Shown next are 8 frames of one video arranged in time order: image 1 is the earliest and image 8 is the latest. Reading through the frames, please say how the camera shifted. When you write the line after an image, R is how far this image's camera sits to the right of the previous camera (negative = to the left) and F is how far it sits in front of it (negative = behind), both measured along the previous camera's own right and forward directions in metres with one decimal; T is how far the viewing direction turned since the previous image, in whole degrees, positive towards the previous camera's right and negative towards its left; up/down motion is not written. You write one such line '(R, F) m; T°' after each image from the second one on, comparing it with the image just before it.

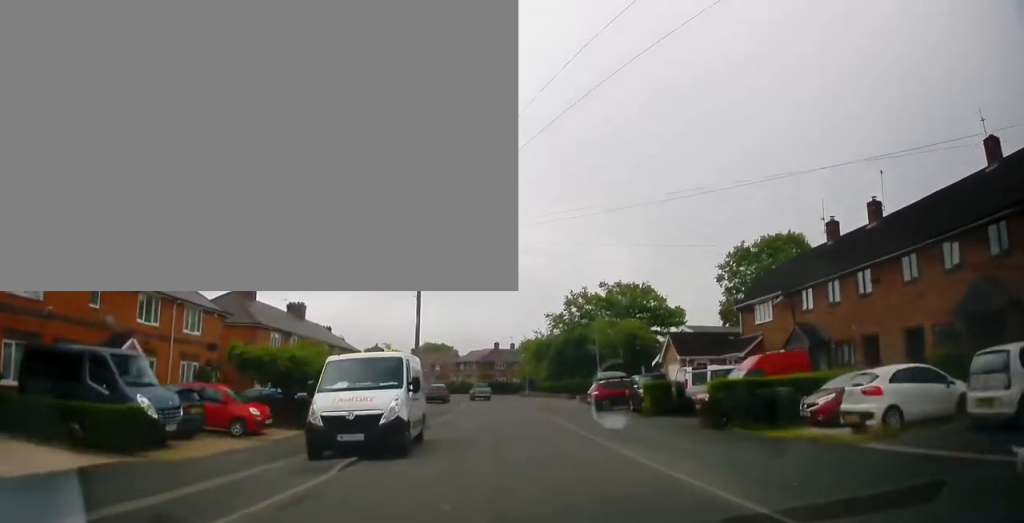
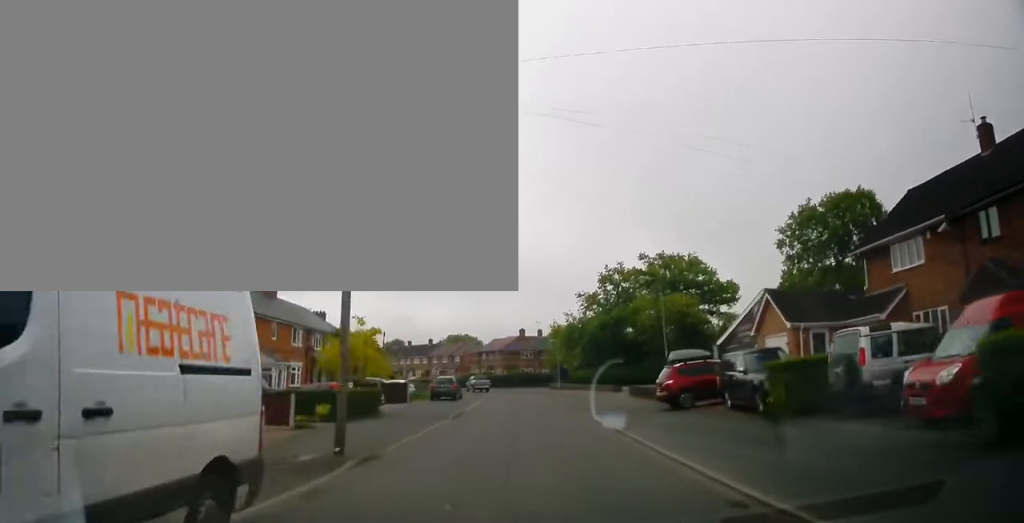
(-0.1, +11.2) m; -3°
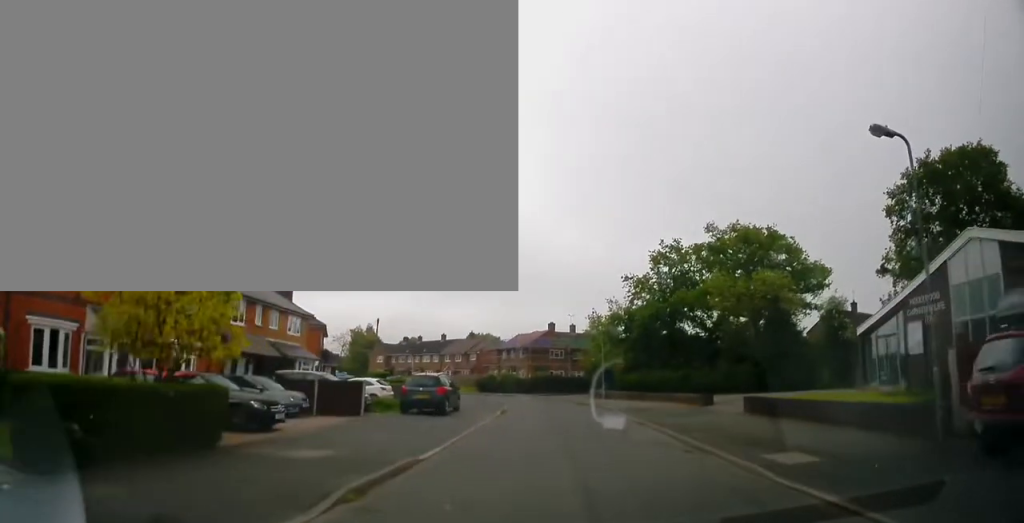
(-0.5, +15.7) m; -2°
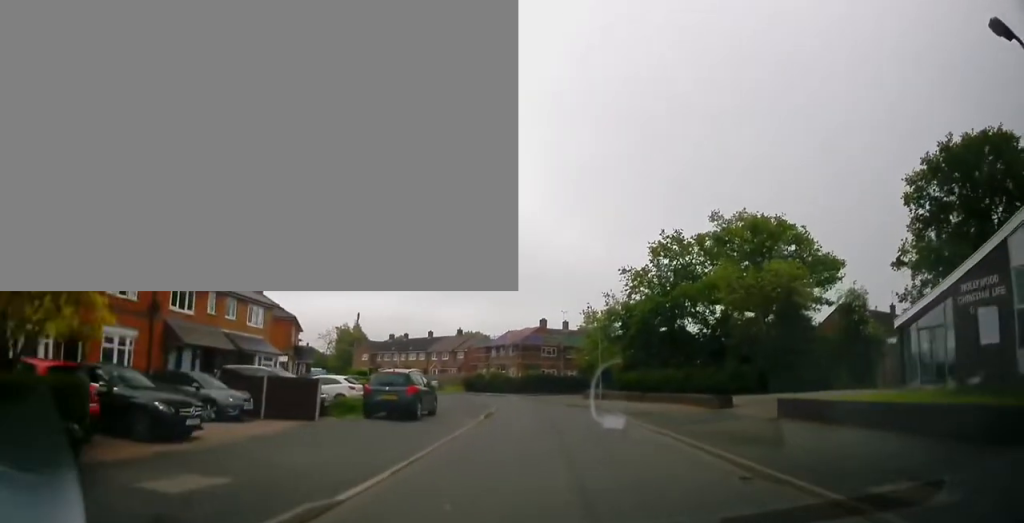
(-0.1, +3.8) m; 0°
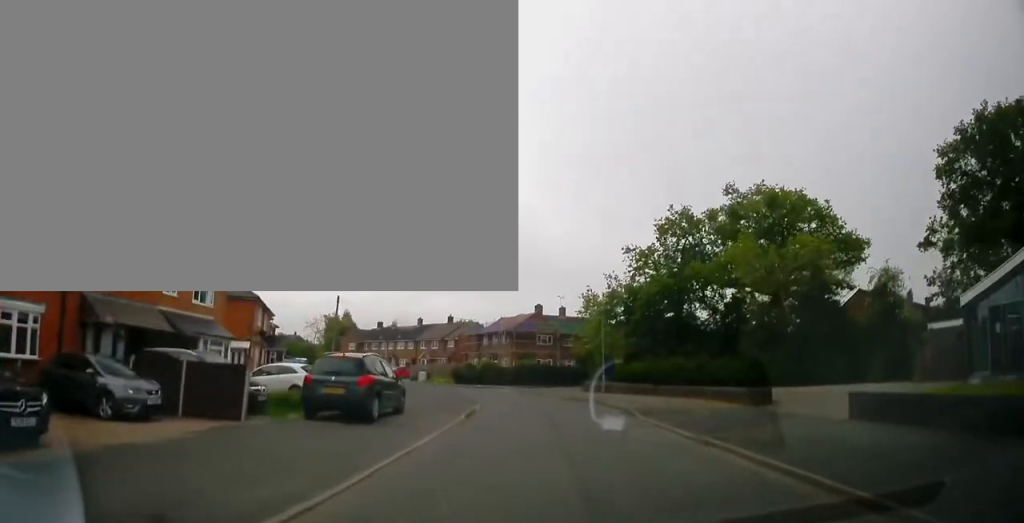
(-0.1, +4.6) m; 0°
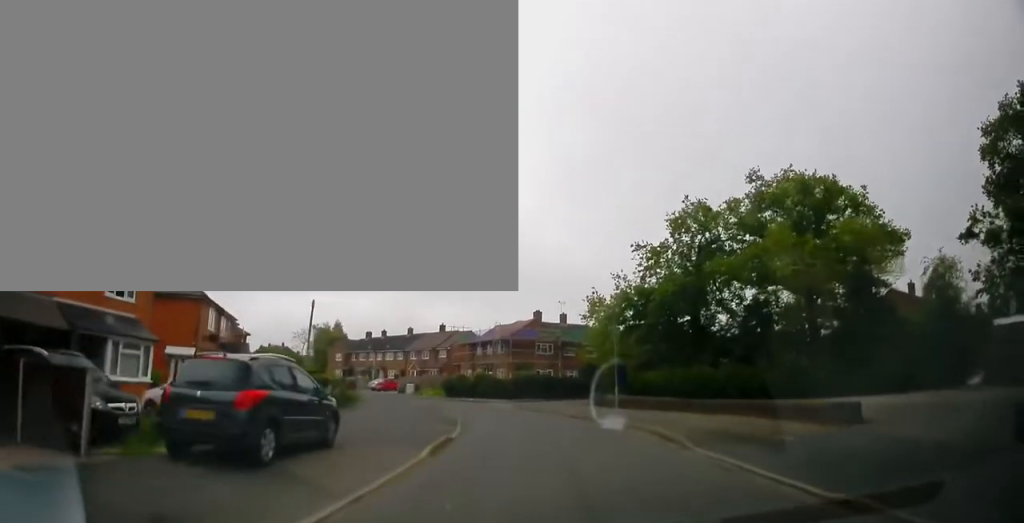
(+0.2, +5.7) m; 0°
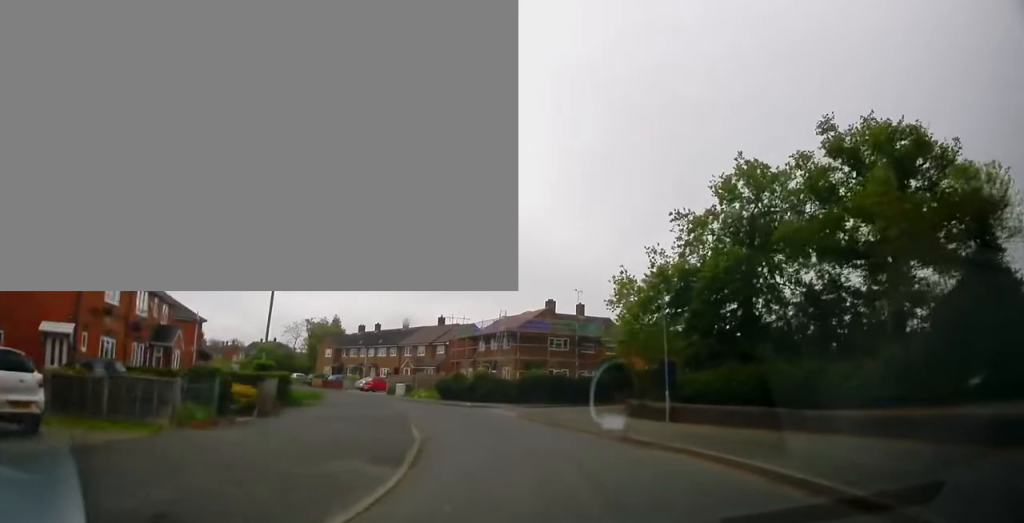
(-0.1, +9.2) m; 0°
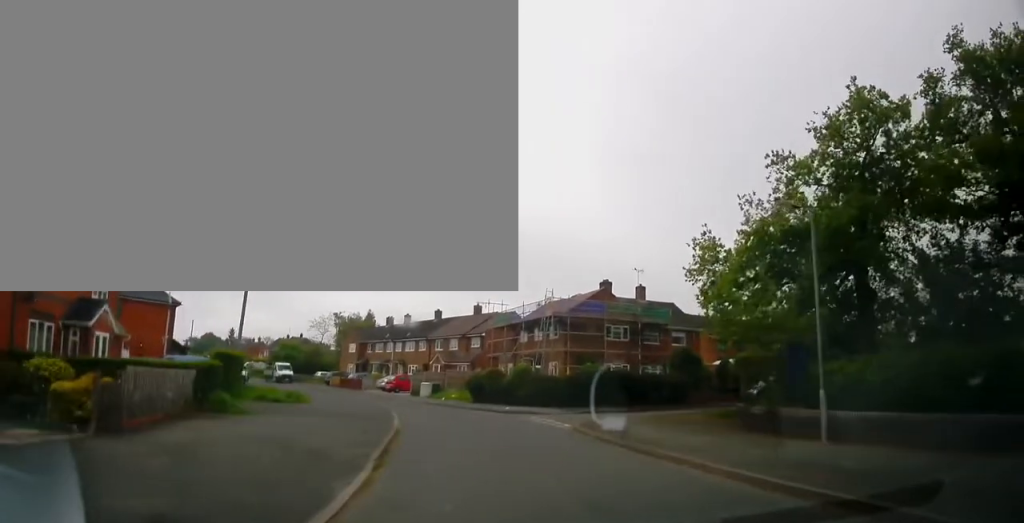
(+0.1, +9.0) m; -3°
